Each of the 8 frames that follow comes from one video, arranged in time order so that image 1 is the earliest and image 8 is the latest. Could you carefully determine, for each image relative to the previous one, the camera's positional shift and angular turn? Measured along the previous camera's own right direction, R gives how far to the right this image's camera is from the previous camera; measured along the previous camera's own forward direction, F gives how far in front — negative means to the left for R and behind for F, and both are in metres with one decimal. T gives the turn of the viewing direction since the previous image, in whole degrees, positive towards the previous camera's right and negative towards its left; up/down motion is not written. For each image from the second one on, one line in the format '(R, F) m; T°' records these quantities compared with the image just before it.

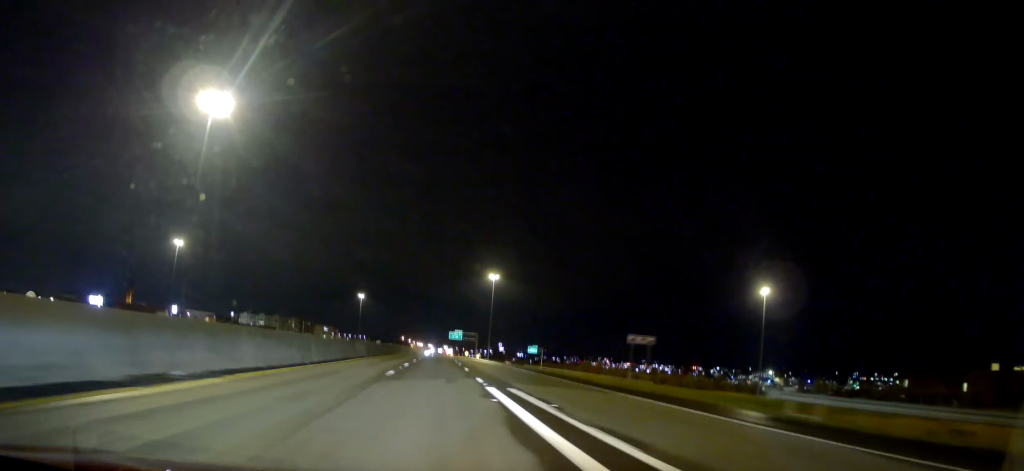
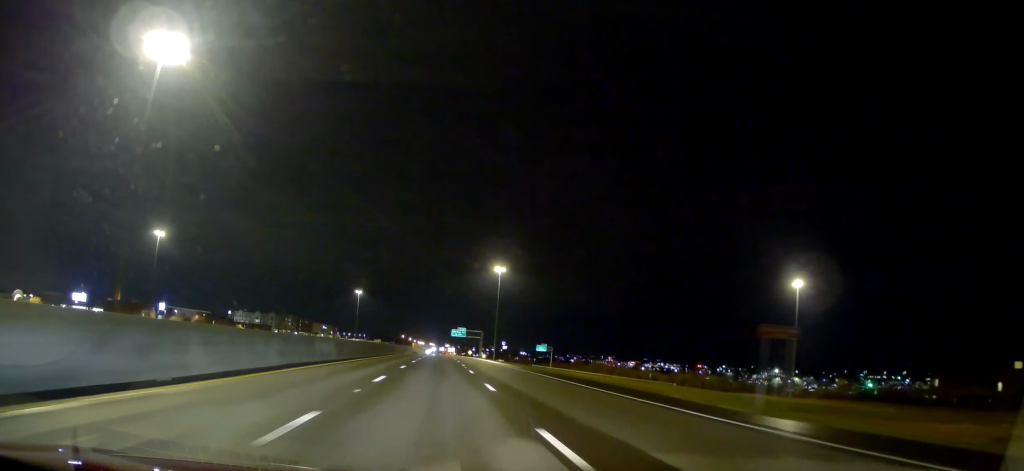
(+0.4, +16.9) m; +1°
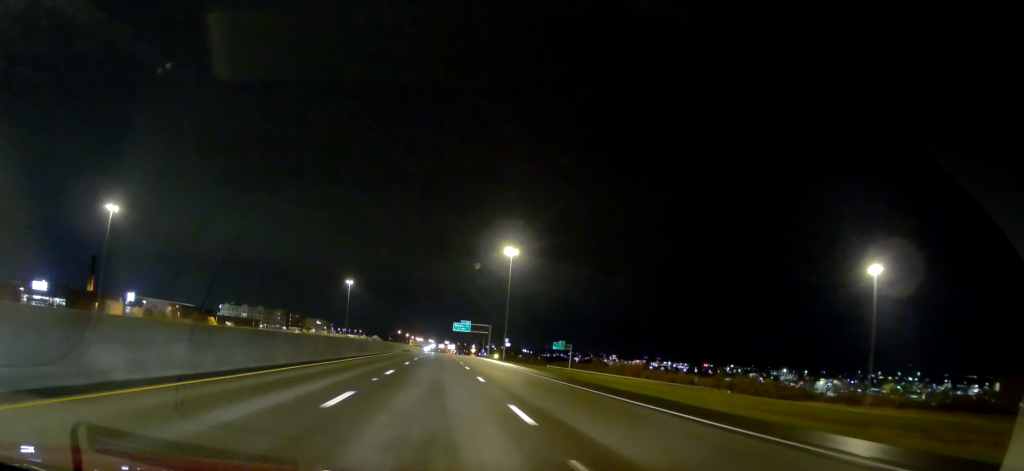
(+0.3, +32.1) m; +2°
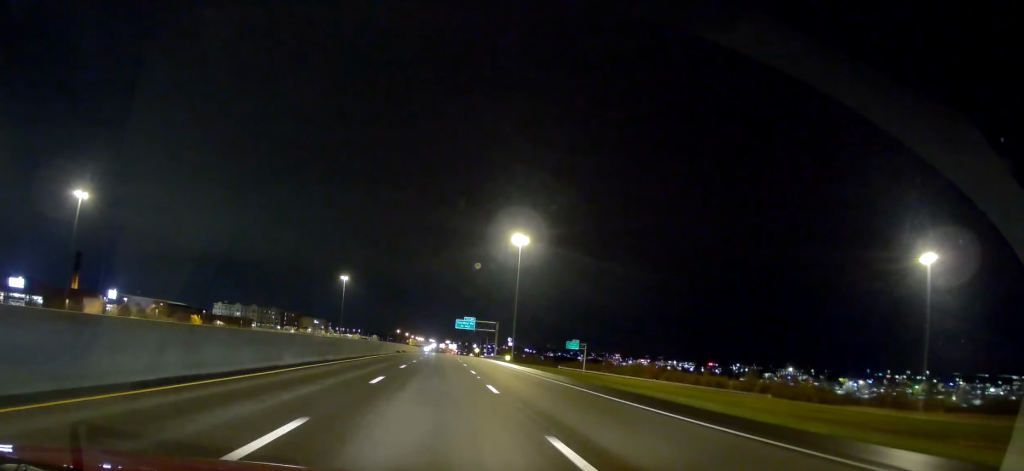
(+0.3, +16.9) m; -1°
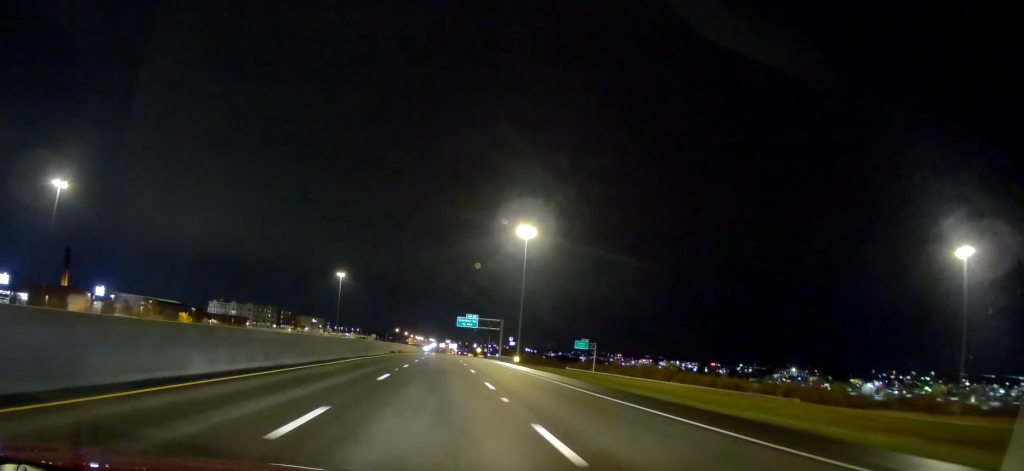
(+0.4, +10.1) m; -1°
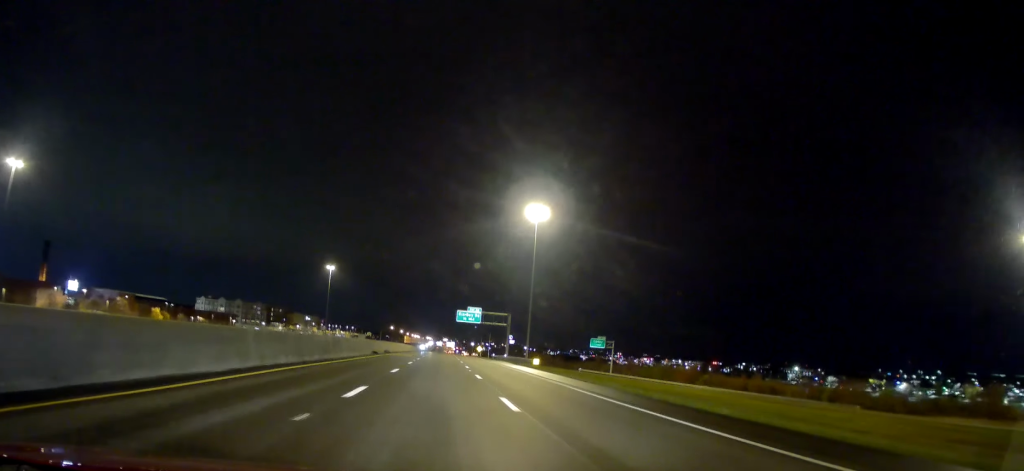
(-0.8, +18.2) m; 0°
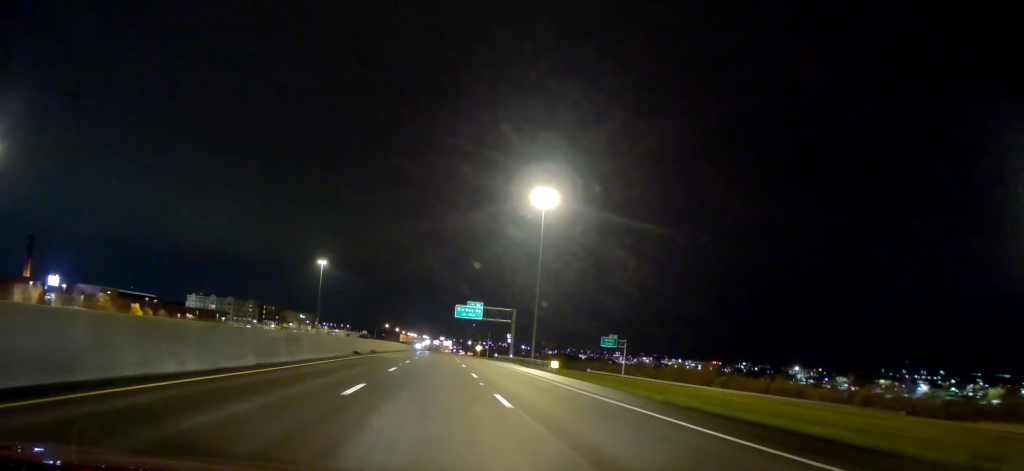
(-0.2, +11.4) m; 0°
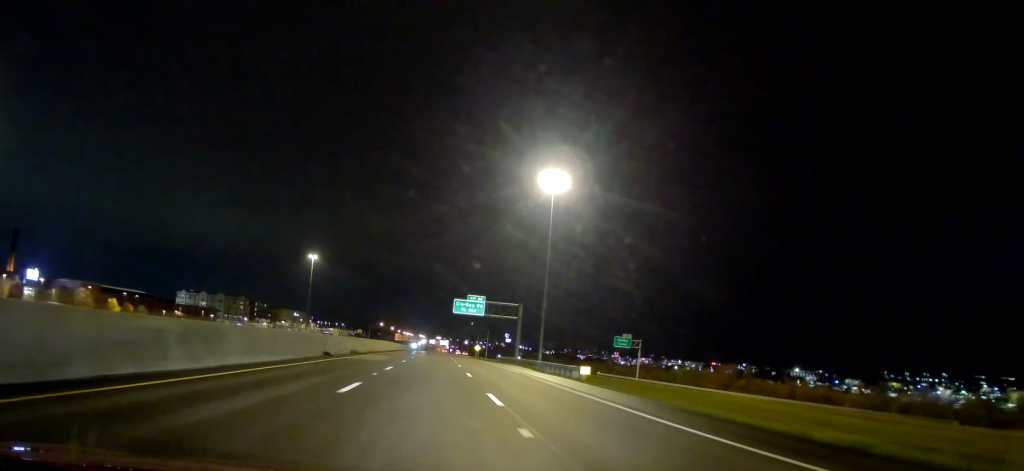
(+0.4, +11.6) m; 0°
